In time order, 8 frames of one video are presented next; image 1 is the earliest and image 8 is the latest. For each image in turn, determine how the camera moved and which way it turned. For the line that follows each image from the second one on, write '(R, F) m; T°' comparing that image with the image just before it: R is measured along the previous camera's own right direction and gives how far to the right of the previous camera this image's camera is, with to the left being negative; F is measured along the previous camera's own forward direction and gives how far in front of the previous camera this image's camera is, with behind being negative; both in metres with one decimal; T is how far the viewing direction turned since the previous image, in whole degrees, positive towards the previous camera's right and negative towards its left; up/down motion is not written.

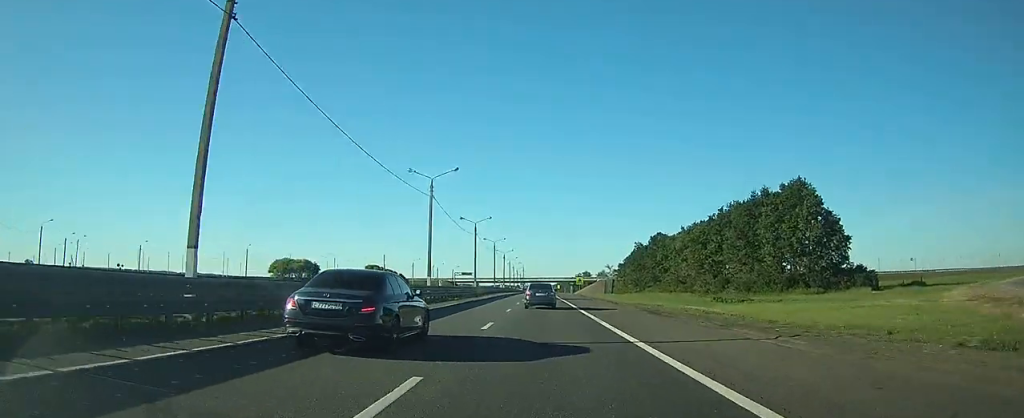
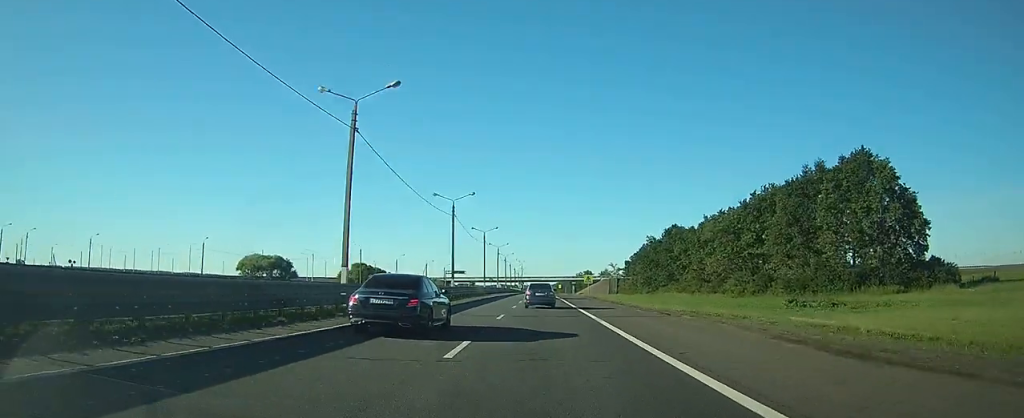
(0.0, +18.7) m; 0°
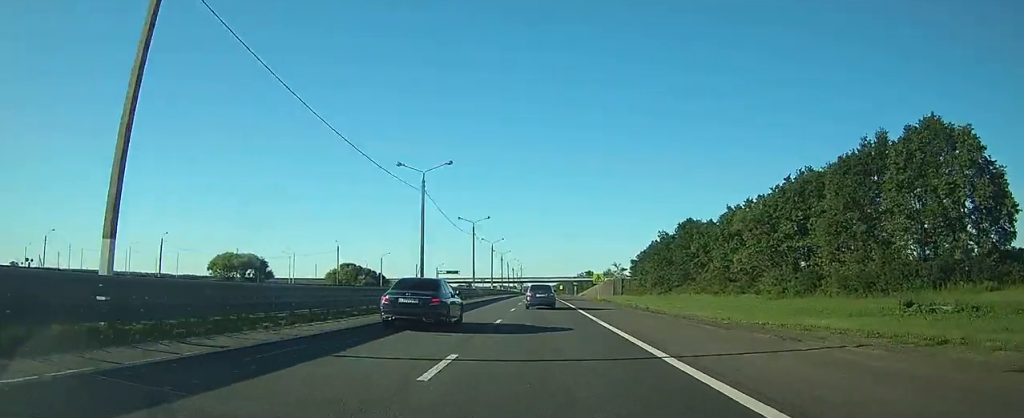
(0.0, +14.3) m; 0°
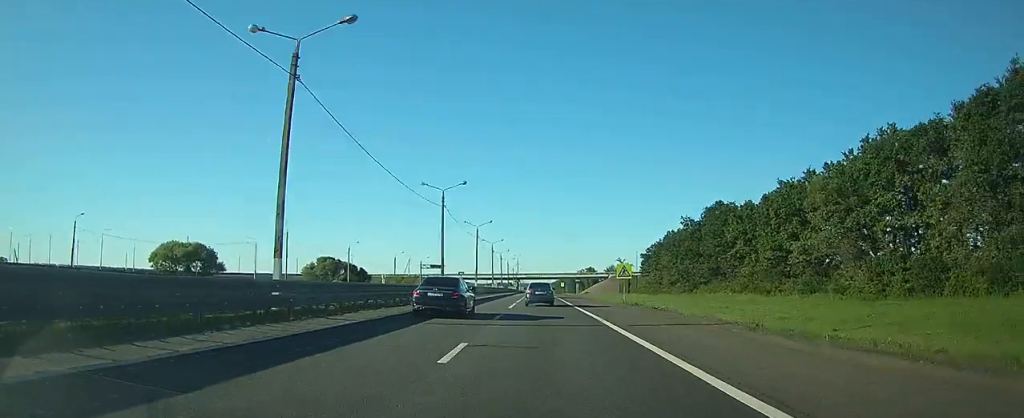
(0.0, +22.3) m; 0°
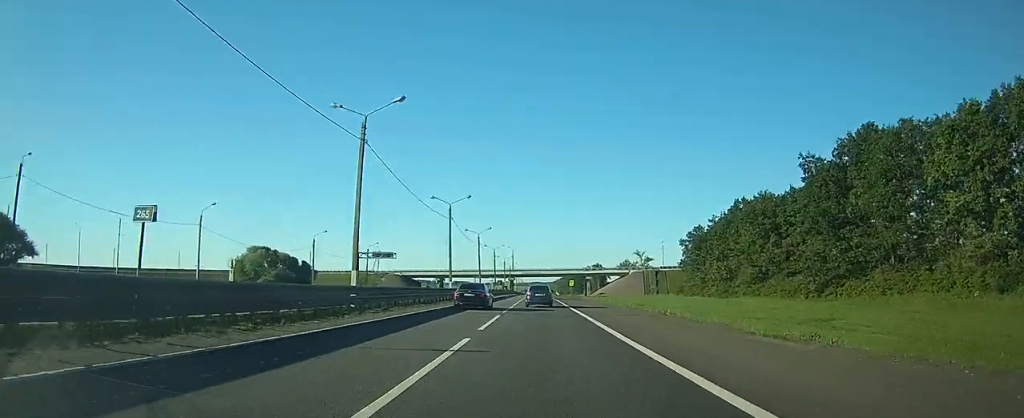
(+0.1, +51.2) m; 0°
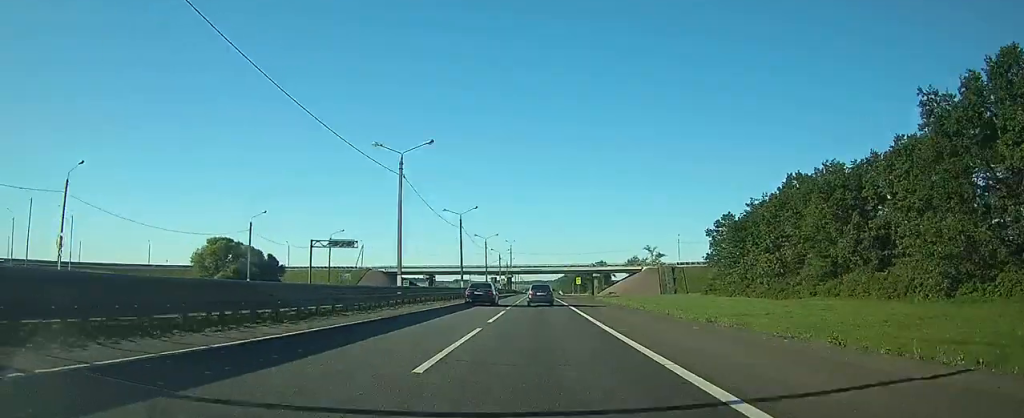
(0.0, +20.8) m; 0°
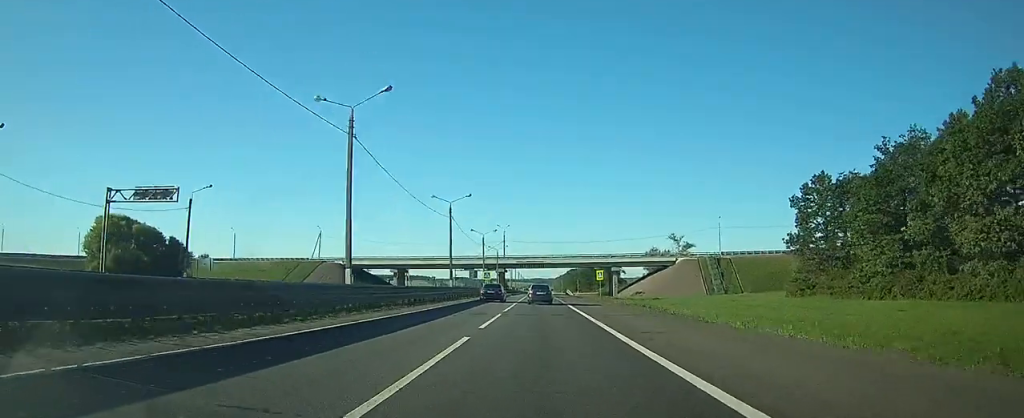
(-0.1, +39.2) m; 0°
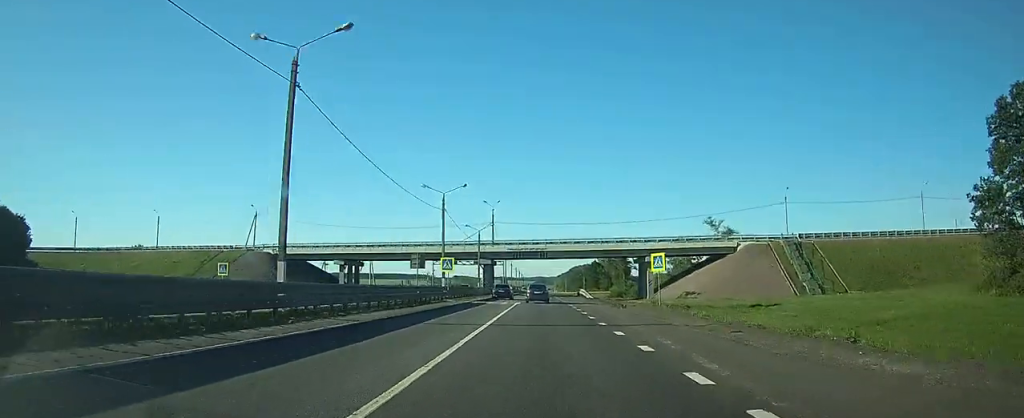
(+0.1, +37.6) m; 0°
